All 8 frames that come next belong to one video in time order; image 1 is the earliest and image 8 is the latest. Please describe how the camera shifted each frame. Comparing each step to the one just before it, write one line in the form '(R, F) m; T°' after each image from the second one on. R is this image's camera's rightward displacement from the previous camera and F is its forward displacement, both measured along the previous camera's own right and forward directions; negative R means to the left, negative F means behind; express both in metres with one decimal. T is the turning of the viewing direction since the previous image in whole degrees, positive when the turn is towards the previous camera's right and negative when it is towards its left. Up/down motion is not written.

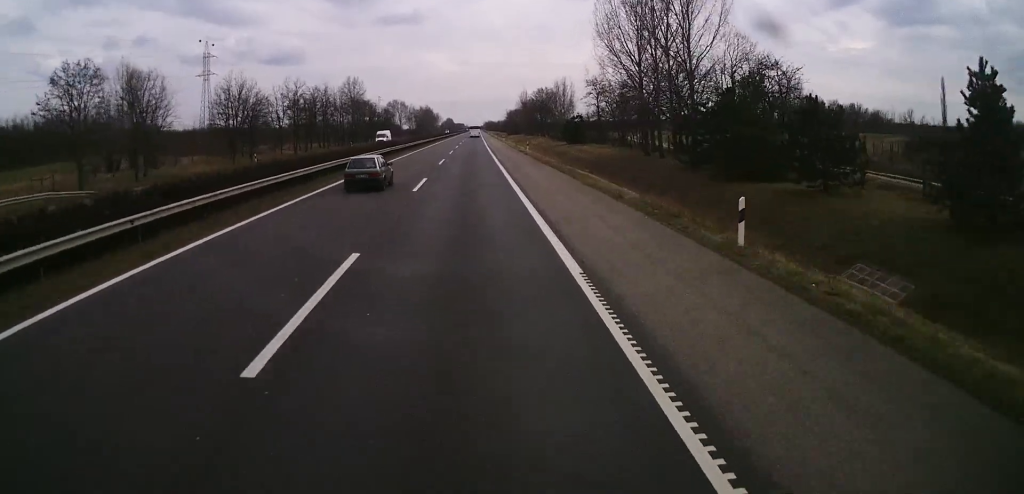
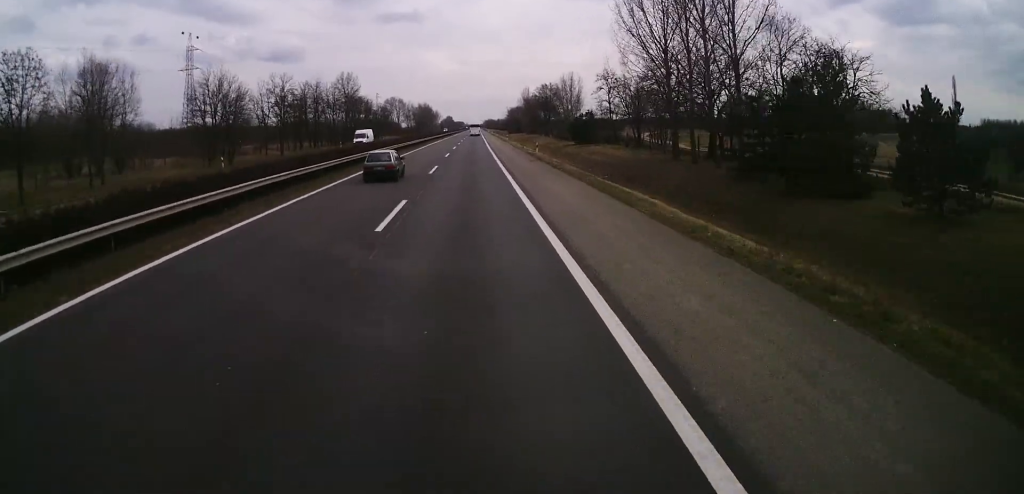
(-0.1, +9.2) m; 0°
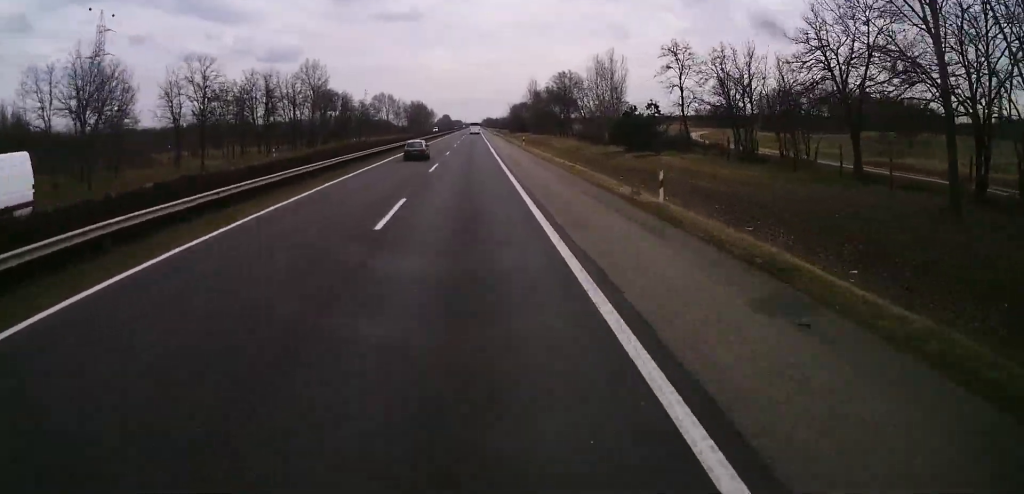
(+0.1, +36.2) m; 0°
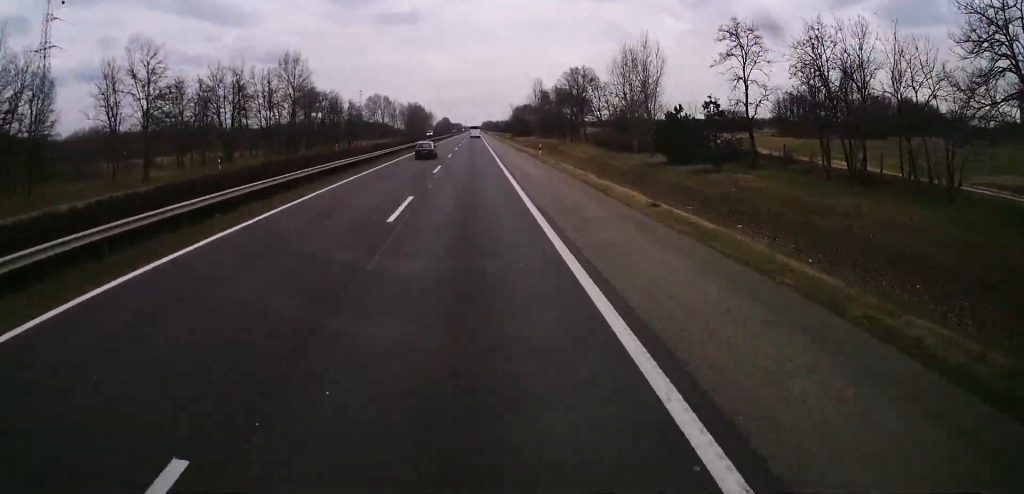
(-0.1, +16.1) m; 0°
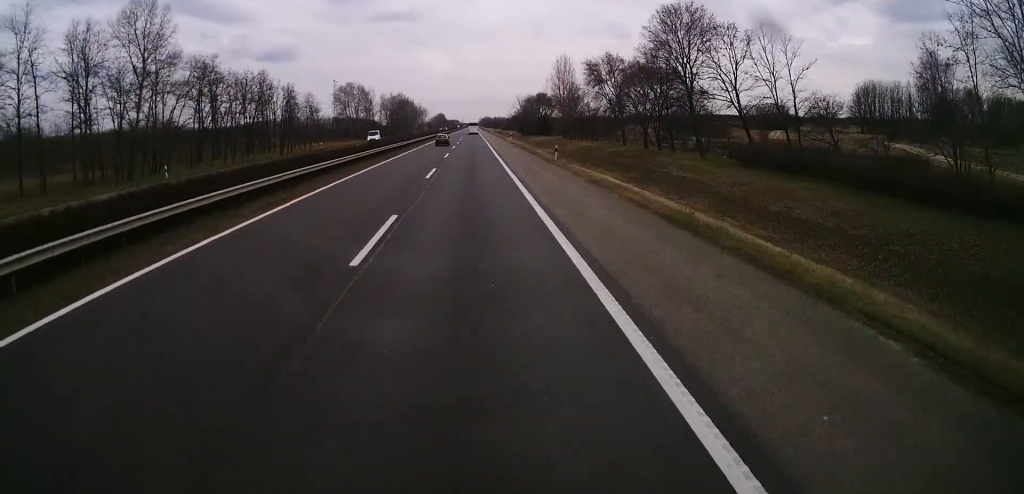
(+1.3, +59.4) m; +1°
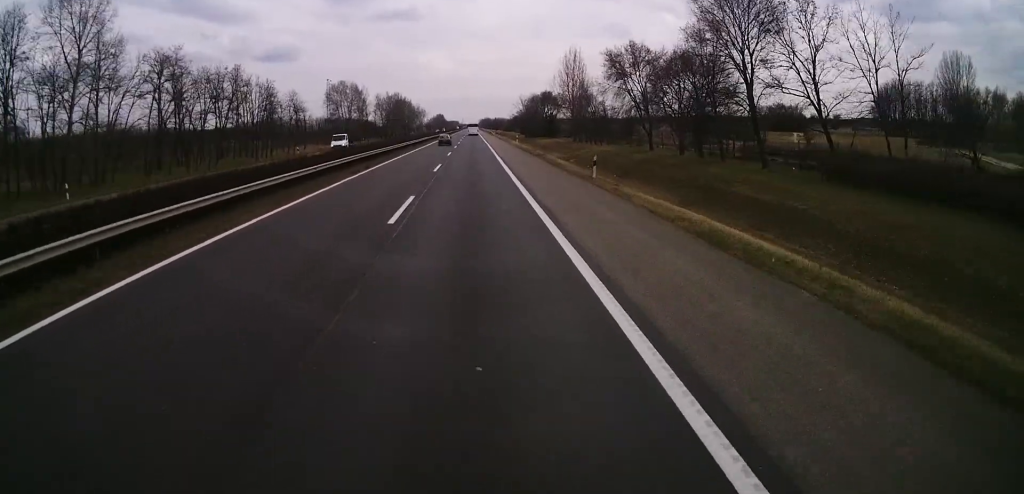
(-0.2, +13.1) m; 0°
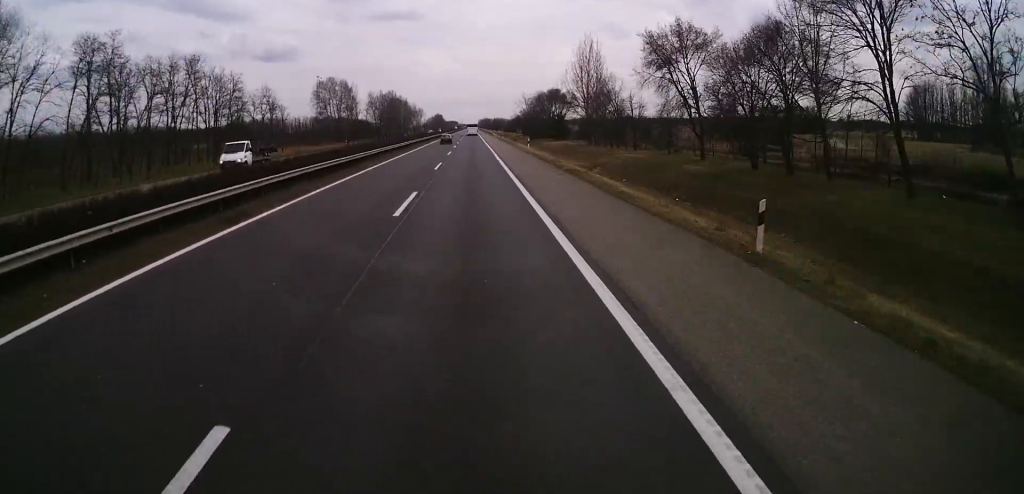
(-0.3, +16.9) m; 0°
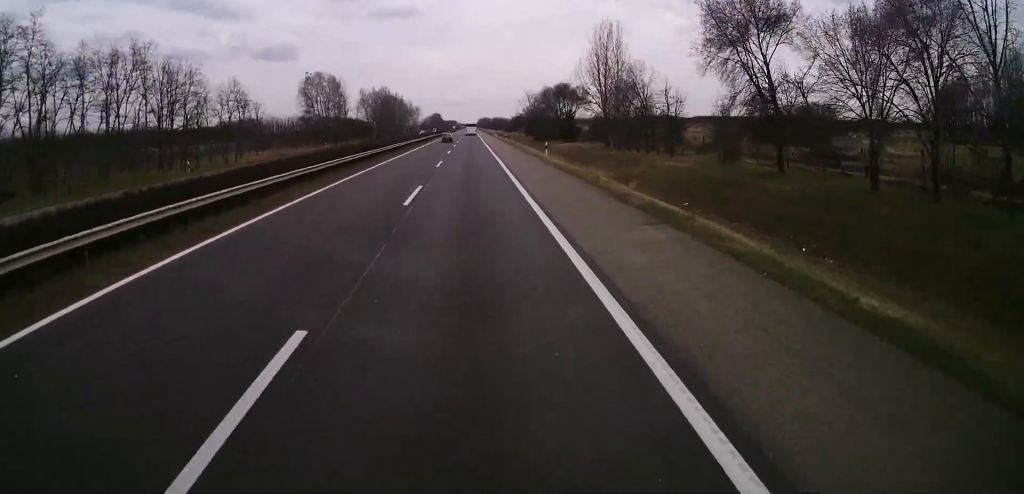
(+0.1, +15.4) m; +1°
